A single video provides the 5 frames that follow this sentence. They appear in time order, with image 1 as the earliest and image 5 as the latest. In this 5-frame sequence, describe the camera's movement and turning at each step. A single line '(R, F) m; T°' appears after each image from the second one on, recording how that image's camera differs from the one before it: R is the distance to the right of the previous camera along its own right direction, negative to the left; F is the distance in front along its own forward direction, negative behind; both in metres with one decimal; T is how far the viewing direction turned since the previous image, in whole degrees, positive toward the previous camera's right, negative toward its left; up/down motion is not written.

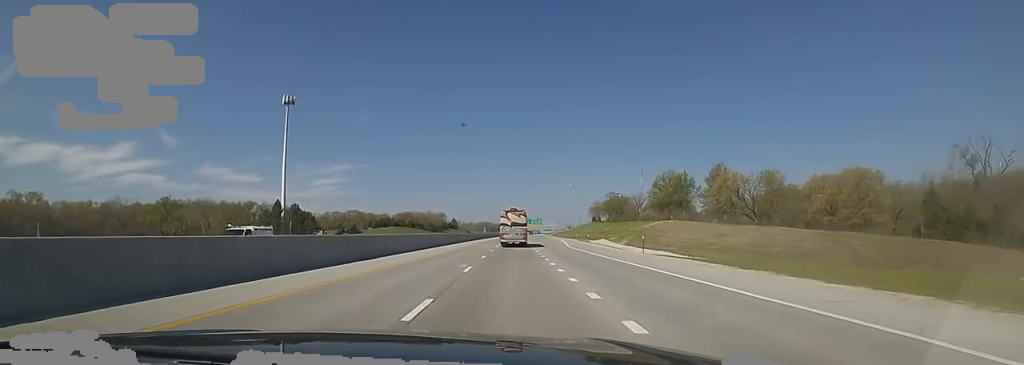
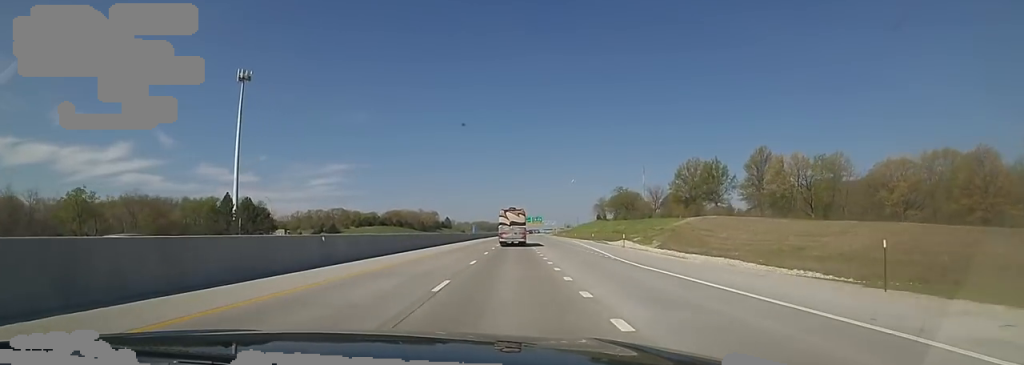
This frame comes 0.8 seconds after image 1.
(+0.7, +23.8) m; 0°
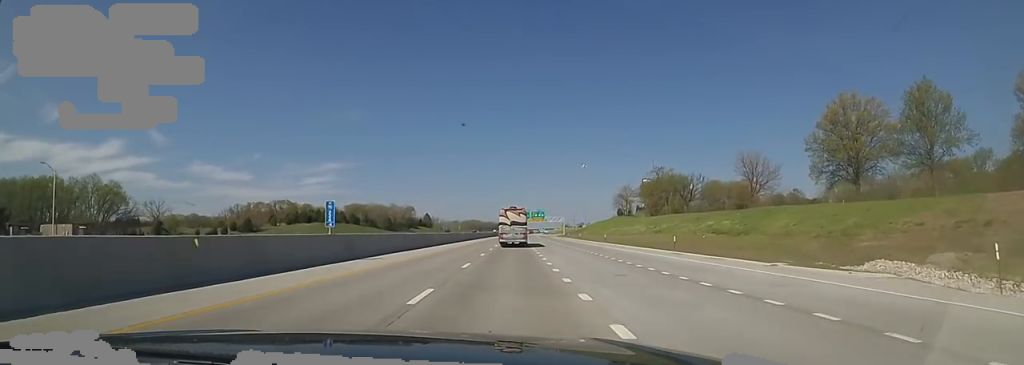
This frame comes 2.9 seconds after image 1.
(-0.4, +67.8) m; +1°
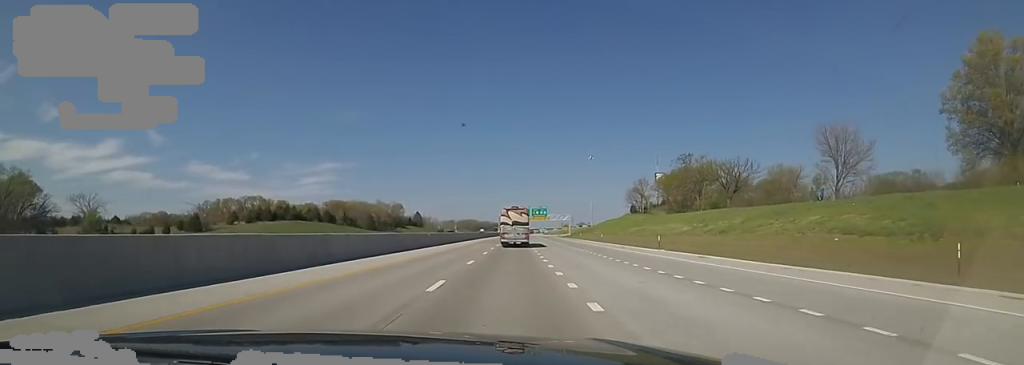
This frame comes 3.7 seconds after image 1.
(+0.2, +27.6) m; +1°
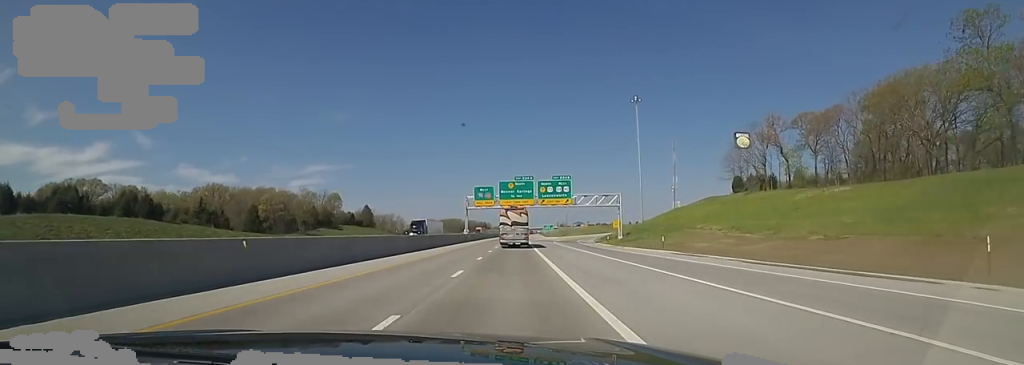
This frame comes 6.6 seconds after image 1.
(-0.3, +96.2) m; -1°
